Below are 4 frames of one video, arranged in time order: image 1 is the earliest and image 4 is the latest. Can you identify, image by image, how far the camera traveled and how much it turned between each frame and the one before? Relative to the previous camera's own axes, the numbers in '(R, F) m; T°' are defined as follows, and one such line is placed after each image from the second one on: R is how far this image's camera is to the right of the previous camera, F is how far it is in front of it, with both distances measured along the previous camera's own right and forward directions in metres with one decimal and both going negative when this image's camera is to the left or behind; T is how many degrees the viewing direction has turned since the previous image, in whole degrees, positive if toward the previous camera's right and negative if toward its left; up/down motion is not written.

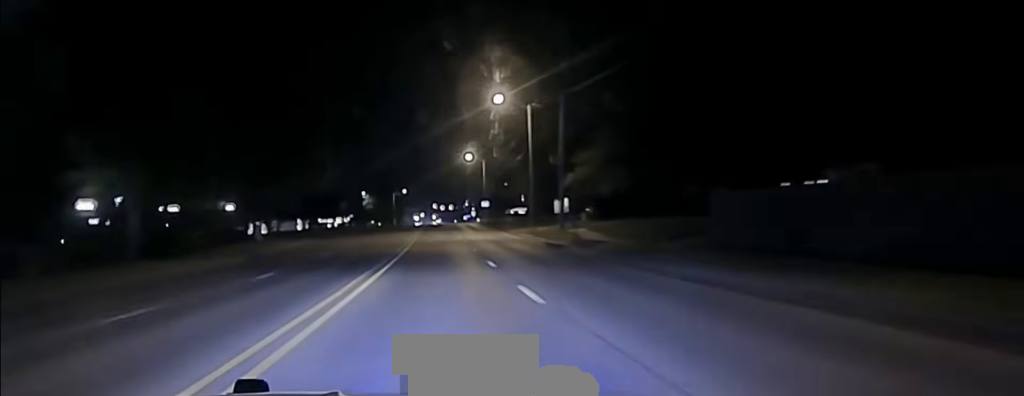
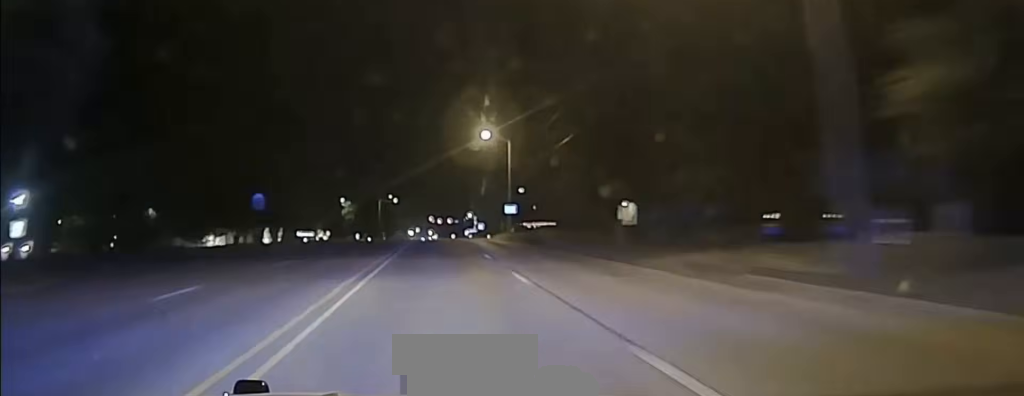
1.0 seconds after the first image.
(0.0, +47.0) m; 0°
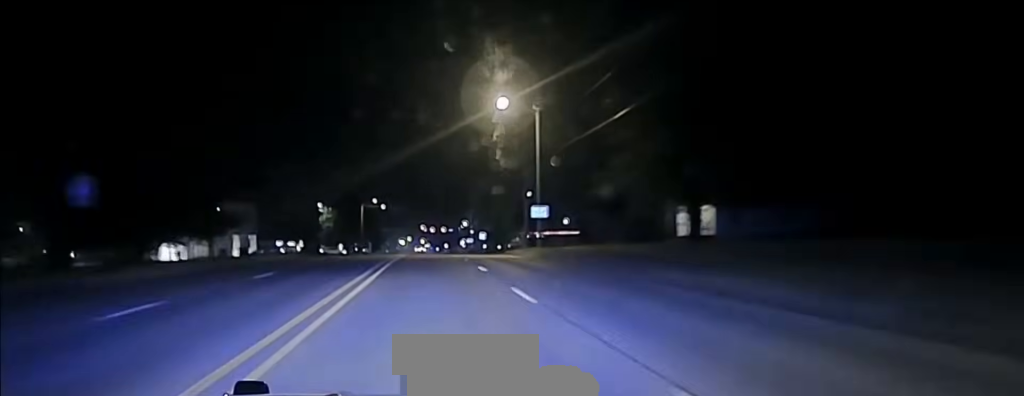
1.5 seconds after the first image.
(0.0, +24.7) m; 0°
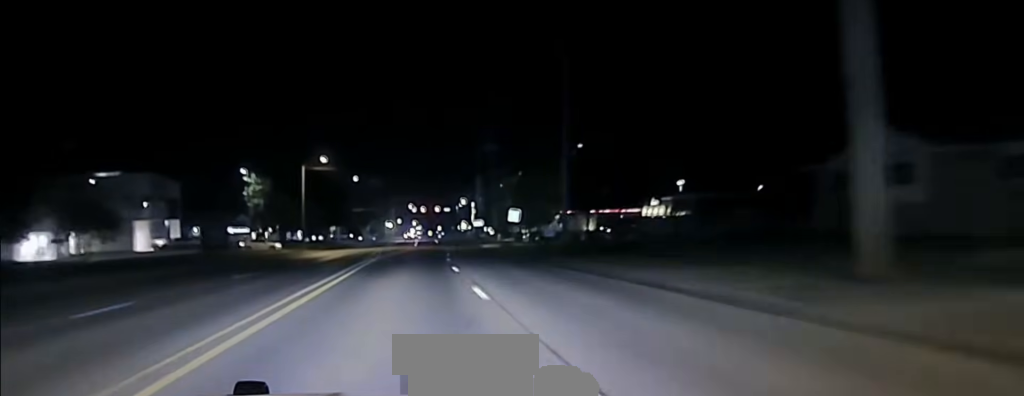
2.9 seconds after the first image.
(+0.4, +57.8) m; 0°
